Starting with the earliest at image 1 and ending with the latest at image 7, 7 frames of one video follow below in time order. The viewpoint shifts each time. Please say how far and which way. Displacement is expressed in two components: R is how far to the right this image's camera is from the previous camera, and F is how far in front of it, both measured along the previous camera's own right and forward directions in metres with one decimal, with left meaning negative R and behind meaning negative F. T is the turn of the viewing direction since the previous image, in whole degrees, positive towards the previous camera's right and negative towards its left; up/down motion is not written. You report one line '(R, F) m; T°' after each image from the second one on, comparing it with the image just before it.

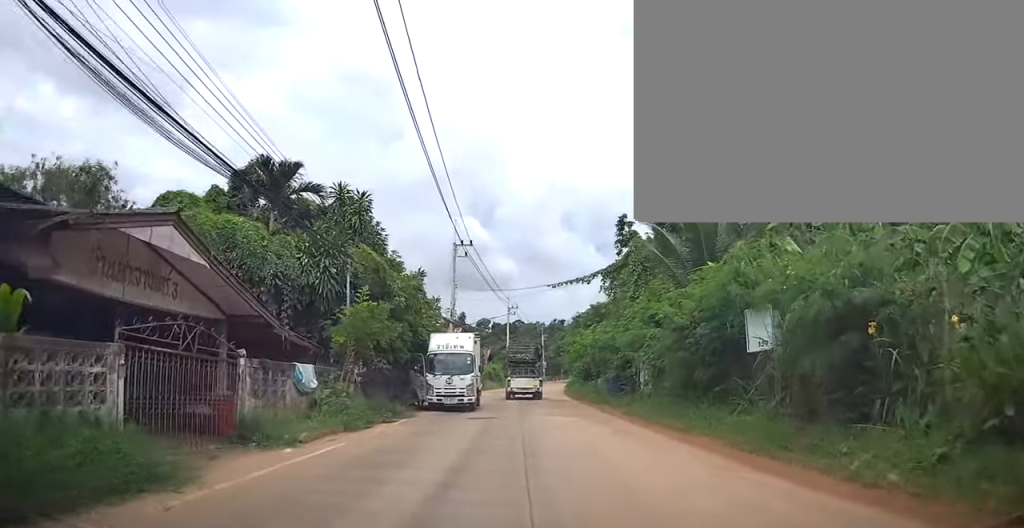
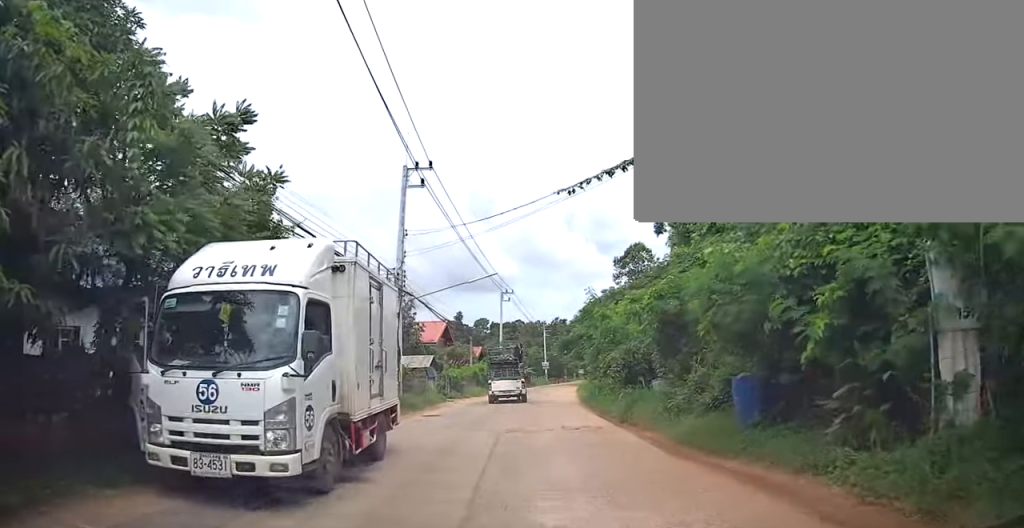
(+0.4, +15.9) m; +1°
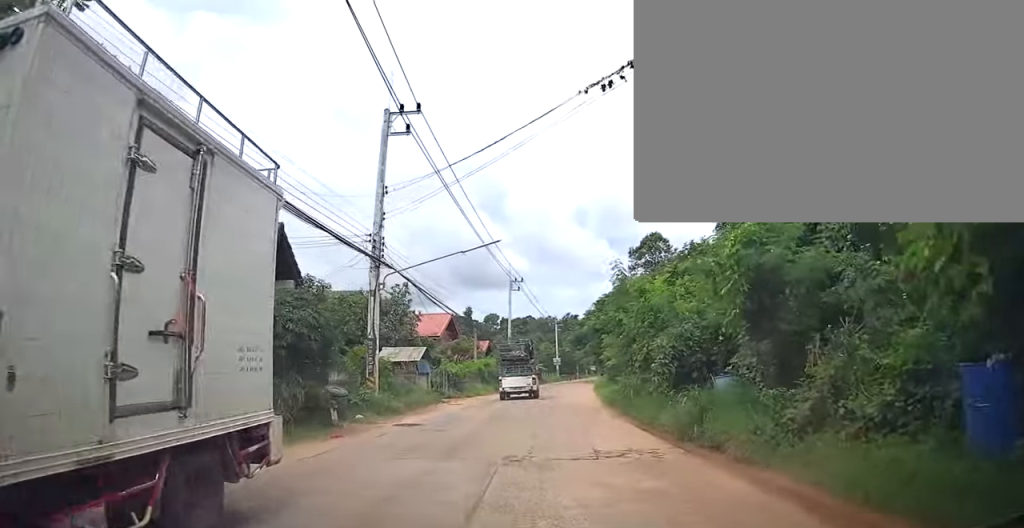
(-0.1, +5.6) m; 0°
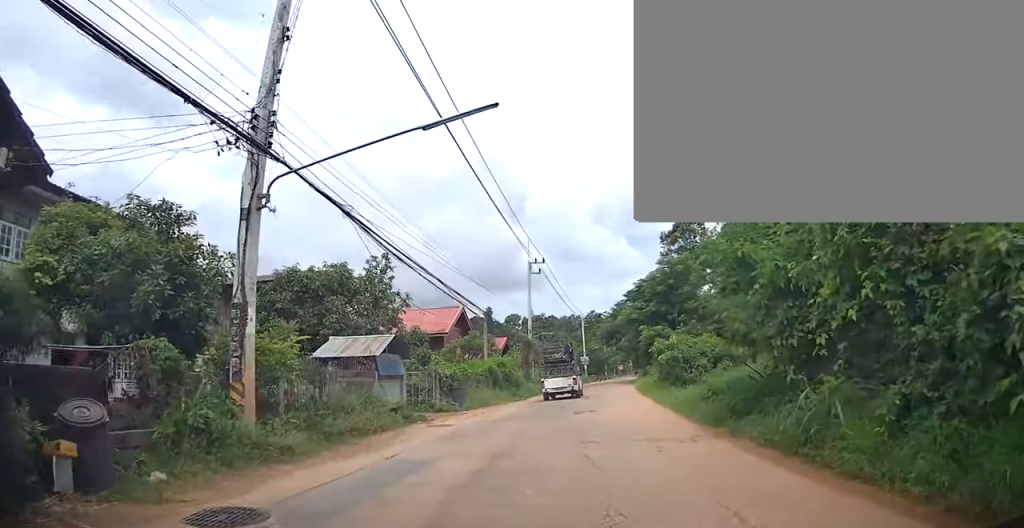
(+0.1, +10.7) m; +1°
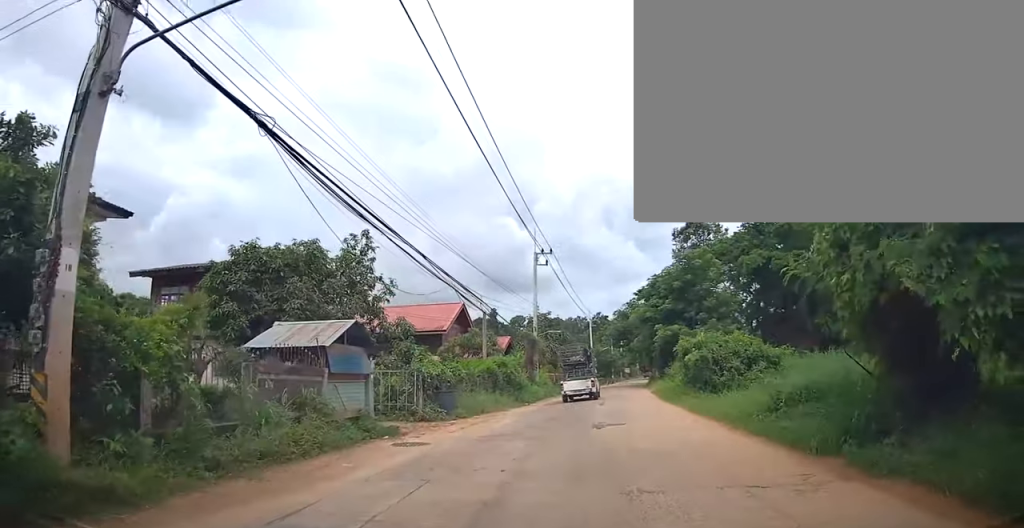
(0.0, +4.4) m; 0°
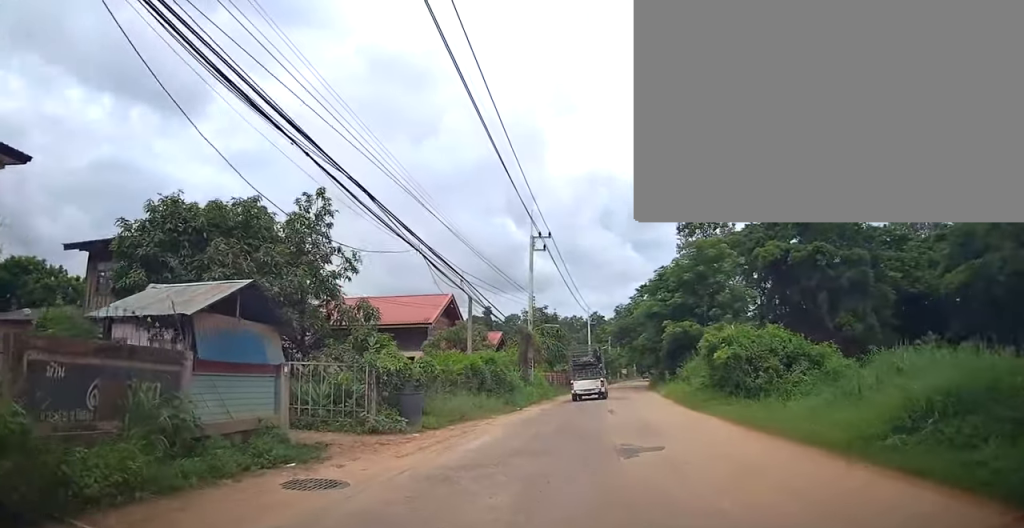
(0.0, +4.7) m; 0°
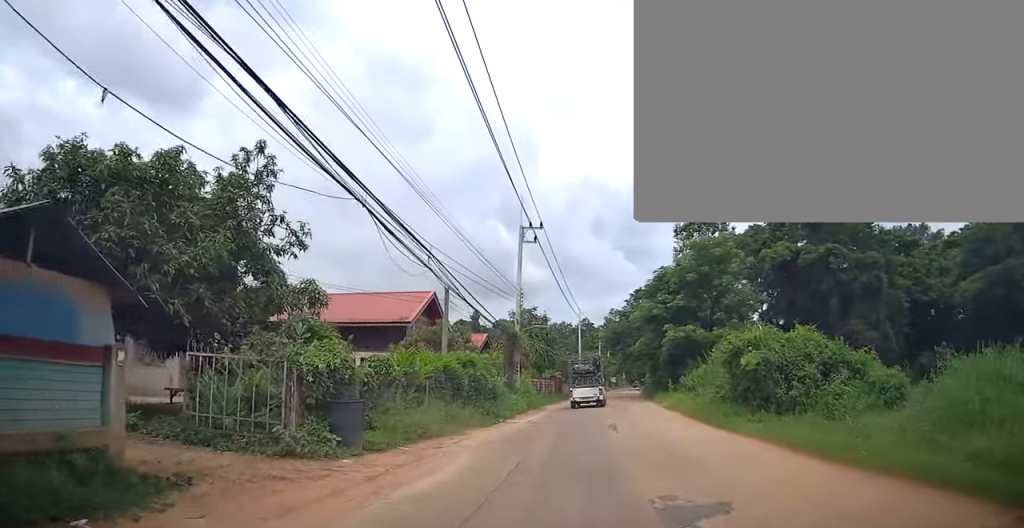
(0.0, +3.7) m; 0°
